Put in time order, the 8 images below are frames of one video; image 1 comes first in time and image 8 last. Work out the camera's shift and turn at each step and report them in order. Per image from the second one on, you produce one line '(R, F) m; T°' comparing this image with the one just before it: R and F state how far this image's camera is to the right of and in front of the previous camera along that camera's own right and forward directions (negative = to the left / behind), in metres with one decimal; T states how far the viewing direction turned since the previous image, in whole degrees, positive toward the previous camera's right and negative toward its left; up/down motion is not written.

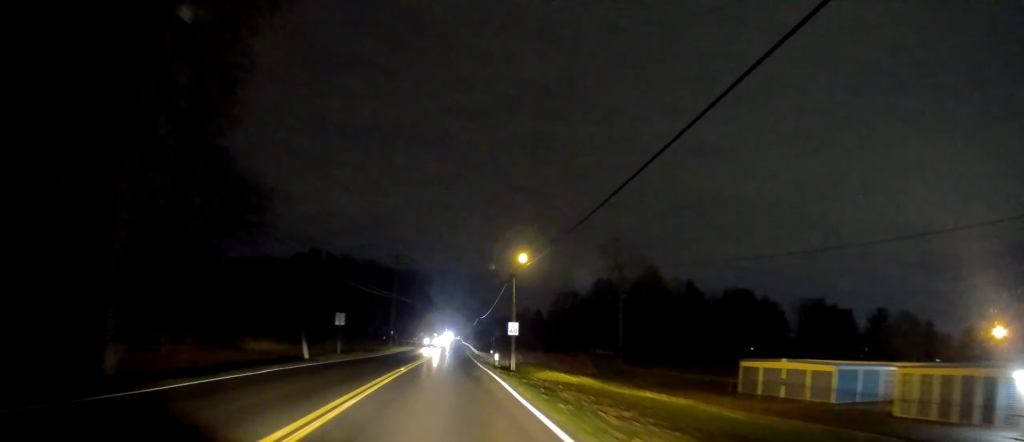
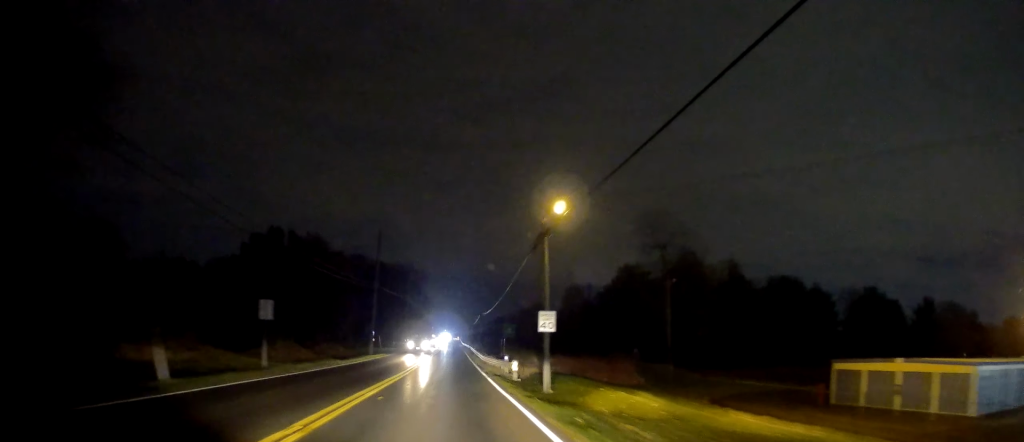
(0.0, +15.2) m; +1°
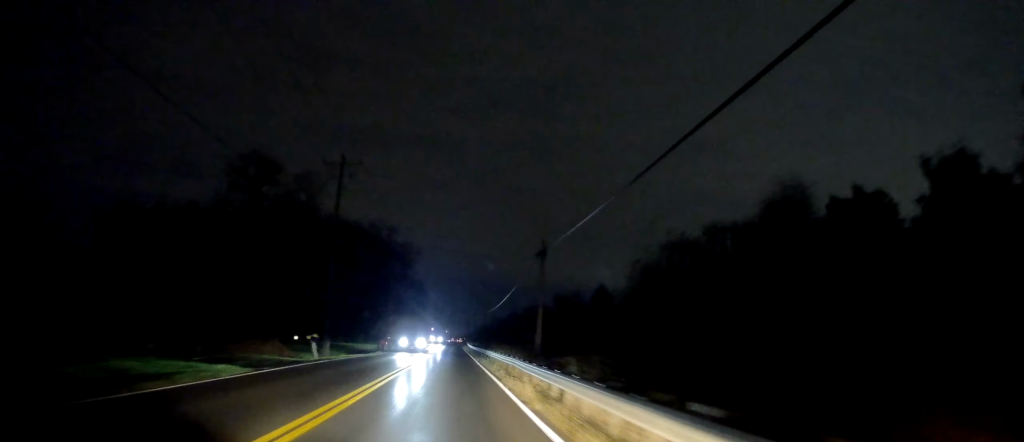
(+0.4, +55.4) m; 0°
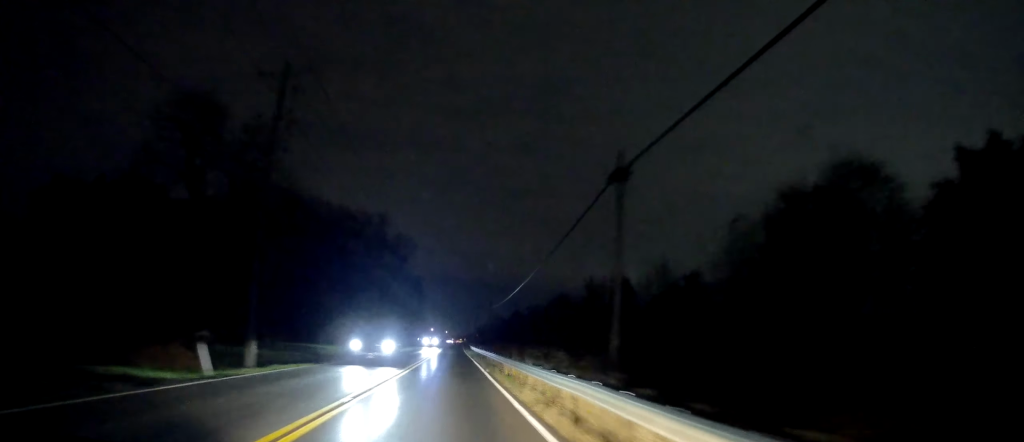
(-0.1, +12.4) m; +1°
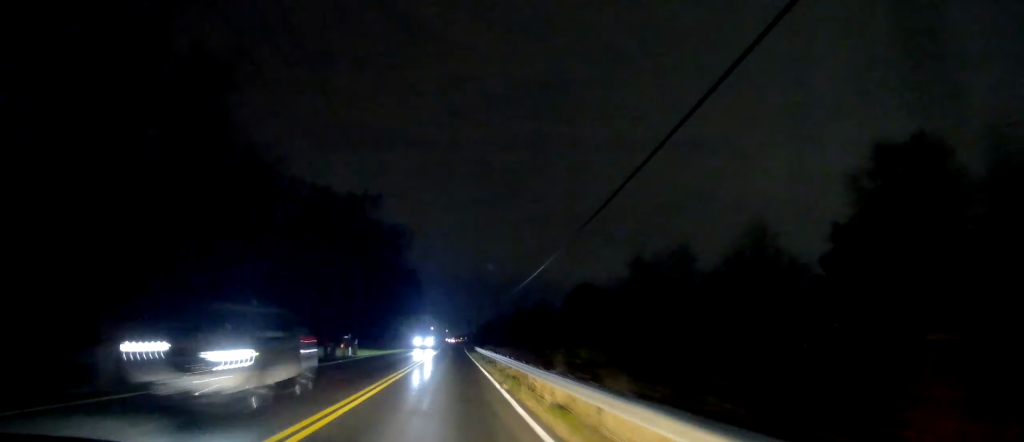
(+0.2, +9.7) m; 0°
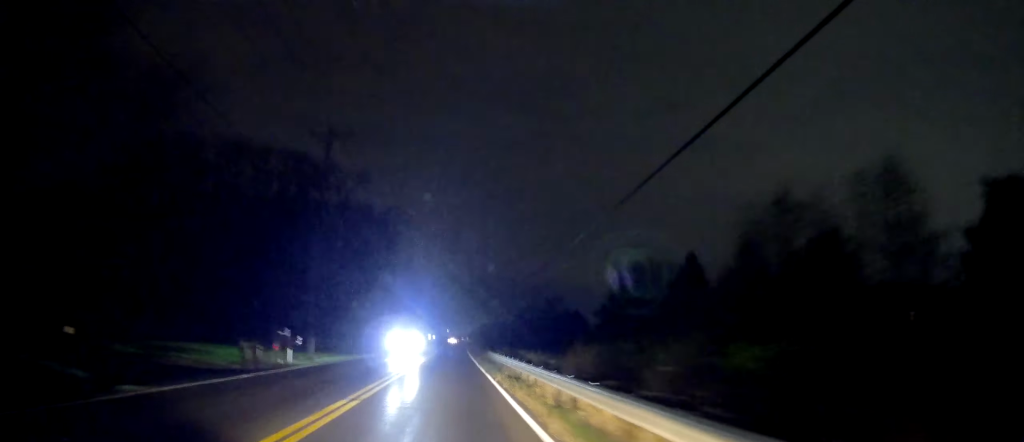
(+0.4, +13.1) m; 0°
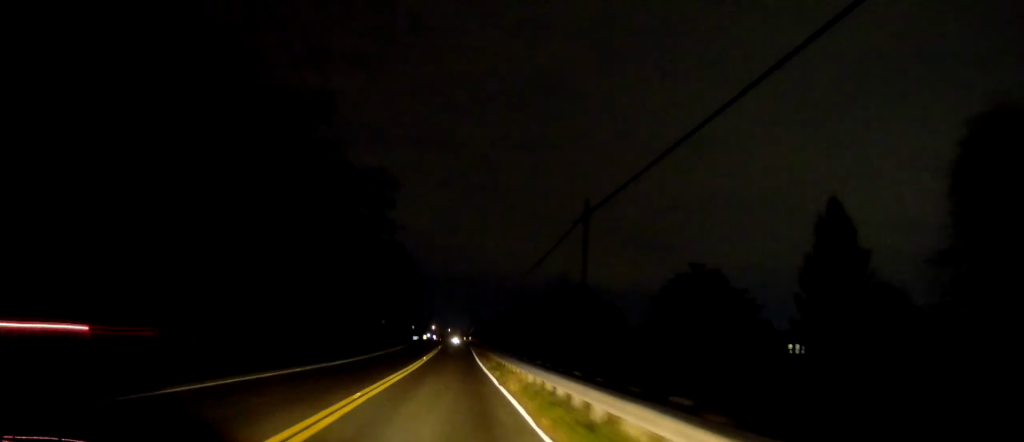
(-0.6, +23.5) m; -2°
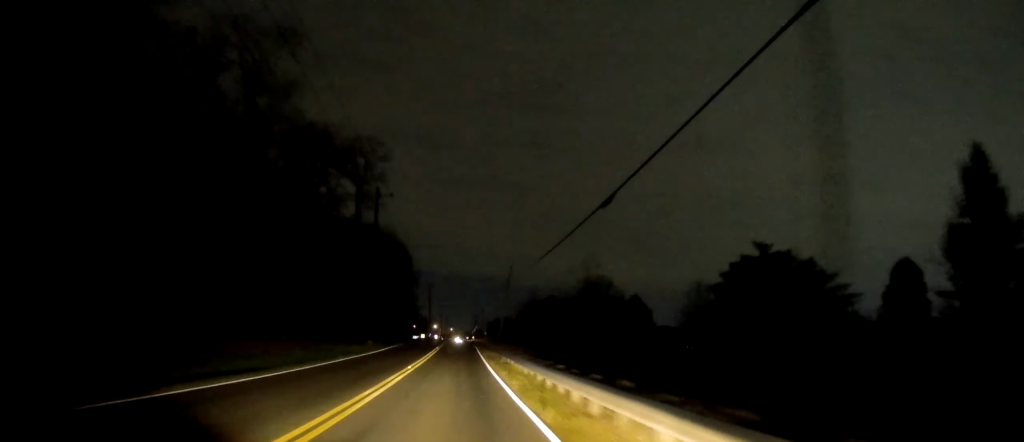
(-0.1, +12.5) m; +1°
